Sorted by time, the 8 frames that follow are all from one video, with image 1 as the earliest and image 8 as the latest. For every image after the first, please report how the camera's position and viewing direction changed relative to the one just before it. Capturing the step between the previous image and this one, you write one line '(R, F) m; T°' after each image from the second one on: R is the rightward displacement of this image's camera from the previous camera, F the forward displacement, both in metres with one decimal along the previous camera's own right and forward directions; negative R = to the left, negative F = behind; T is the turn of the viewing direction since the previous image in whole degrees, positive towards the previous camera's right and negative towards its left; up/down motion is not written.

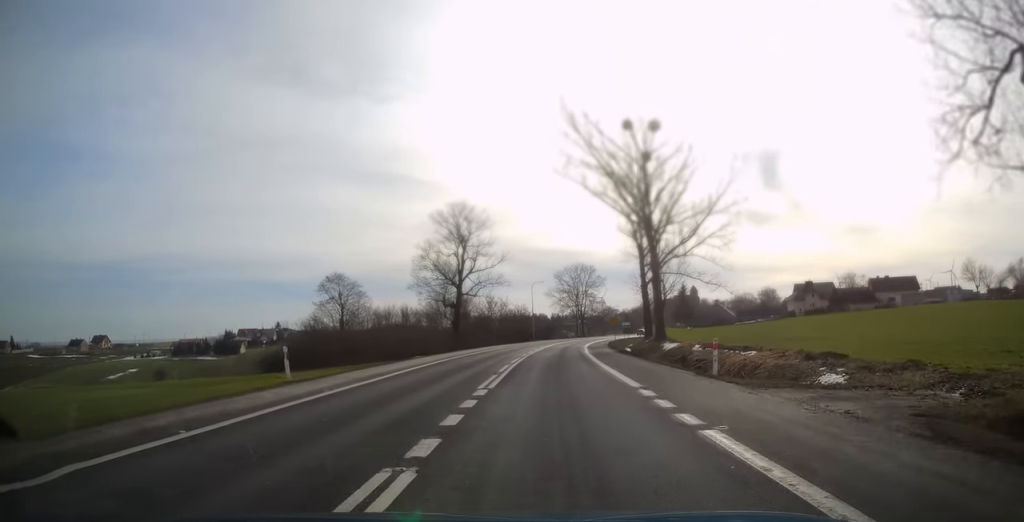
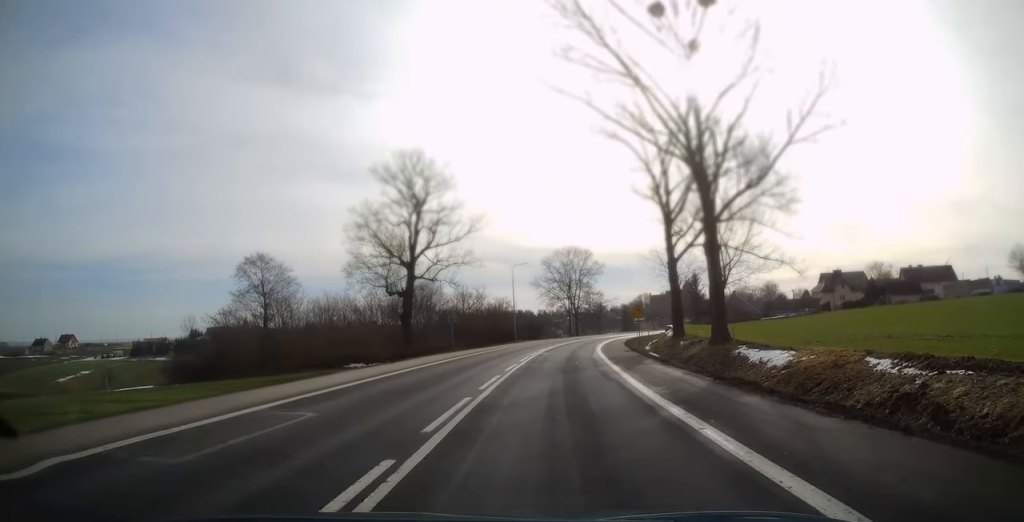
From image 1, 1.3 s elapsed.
(+0.1, +23.7) m; +1°
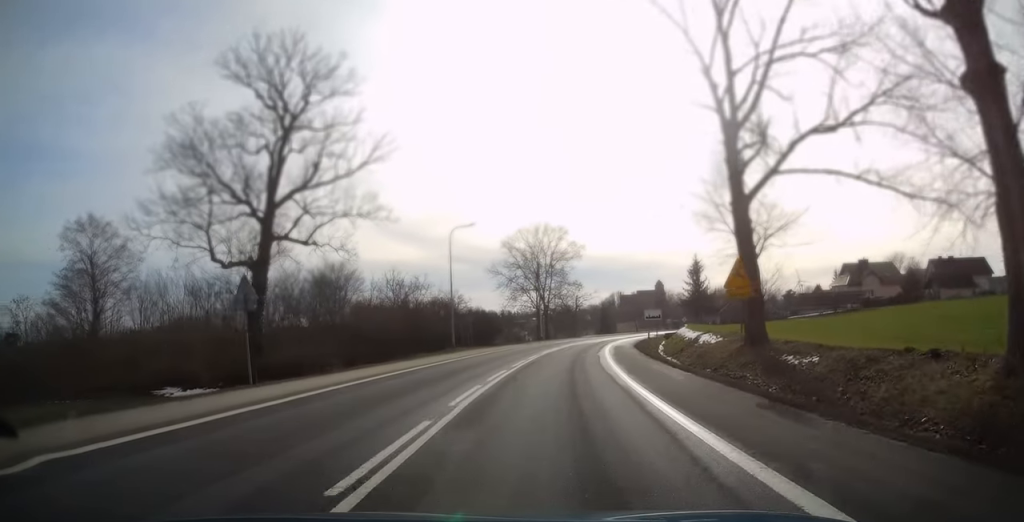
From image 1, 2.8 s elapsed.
(+0.4, +26.7) m; +2°
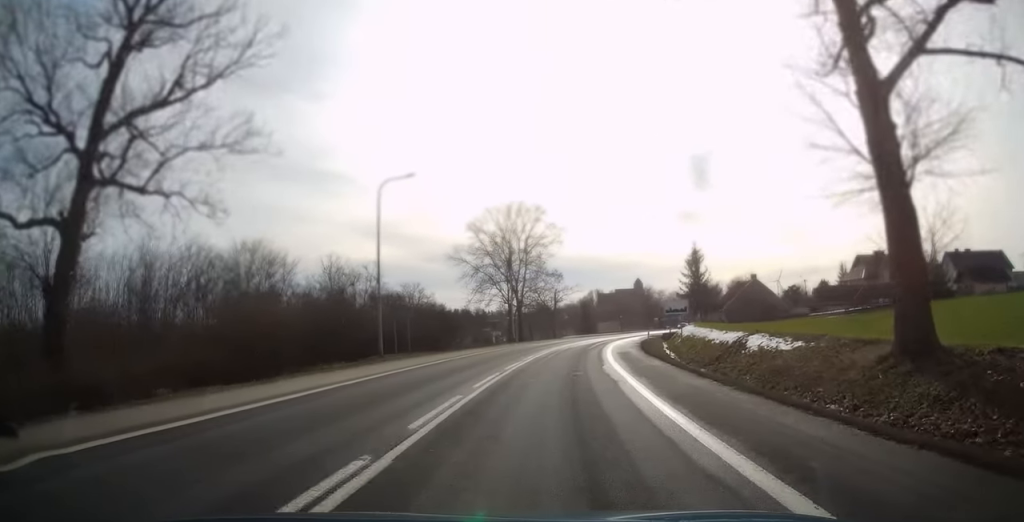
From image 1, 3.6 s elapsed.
(+0.1, +14.4) m; +2°
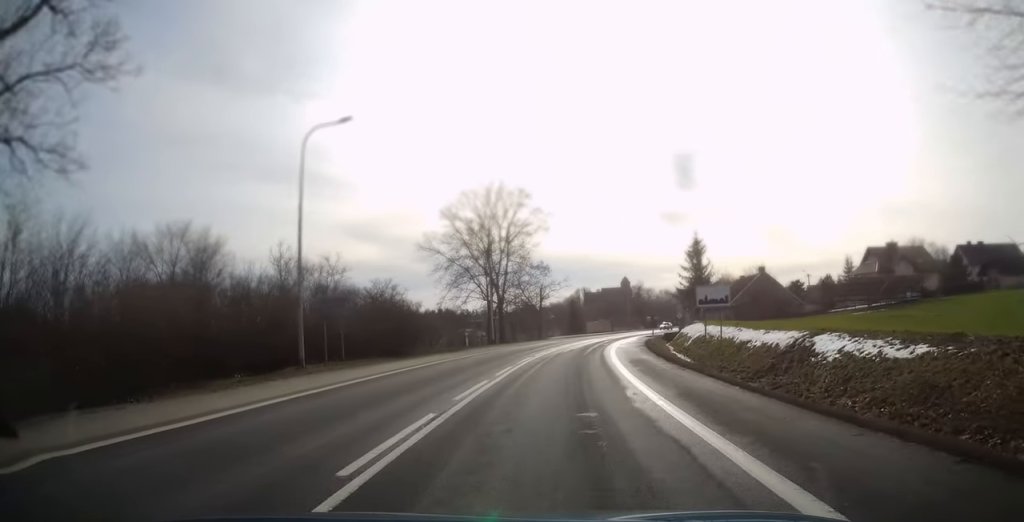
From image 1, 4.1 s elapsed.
(+0.3, +8.7) m; +2°
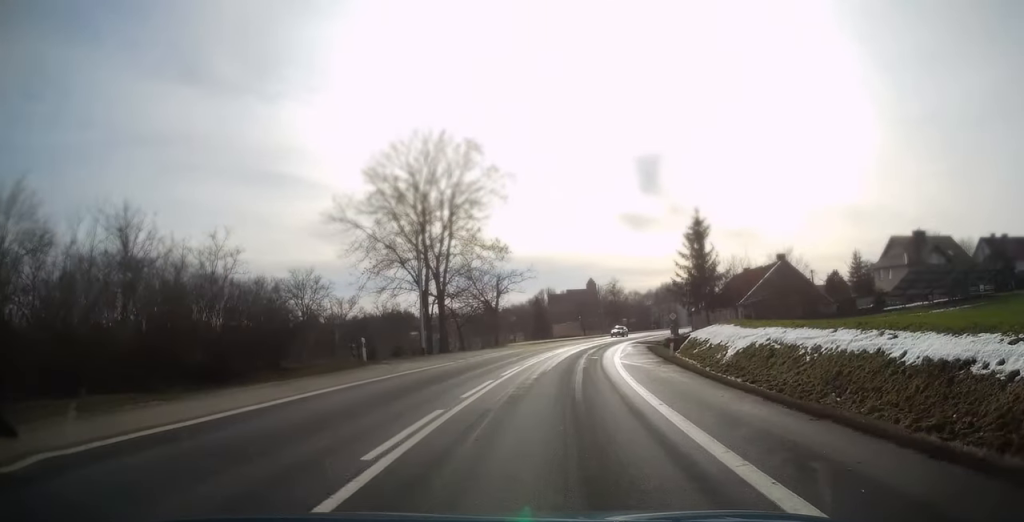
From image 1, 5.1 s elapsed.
(+0.5, +17.4) m; +3°
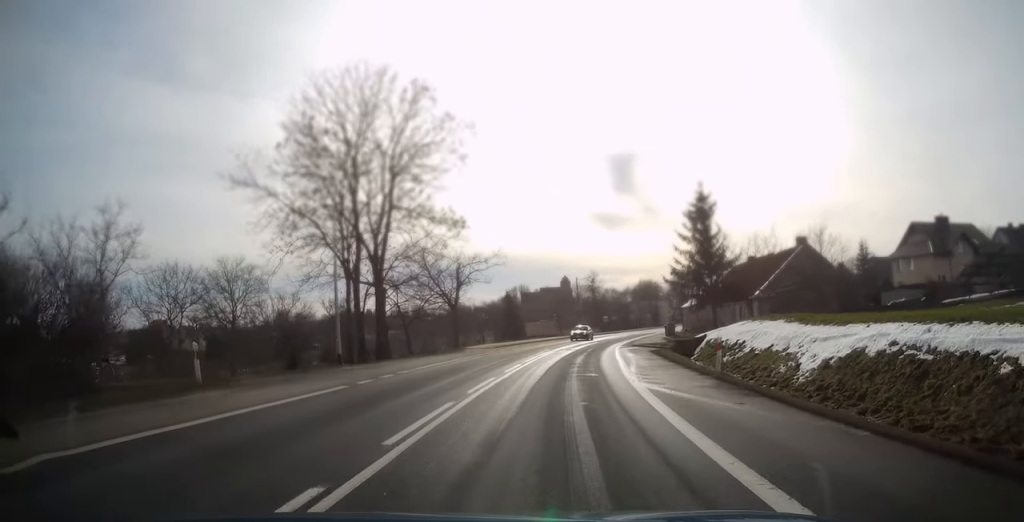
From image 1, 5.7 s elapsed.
(+0.1, +11.3) m; +2°
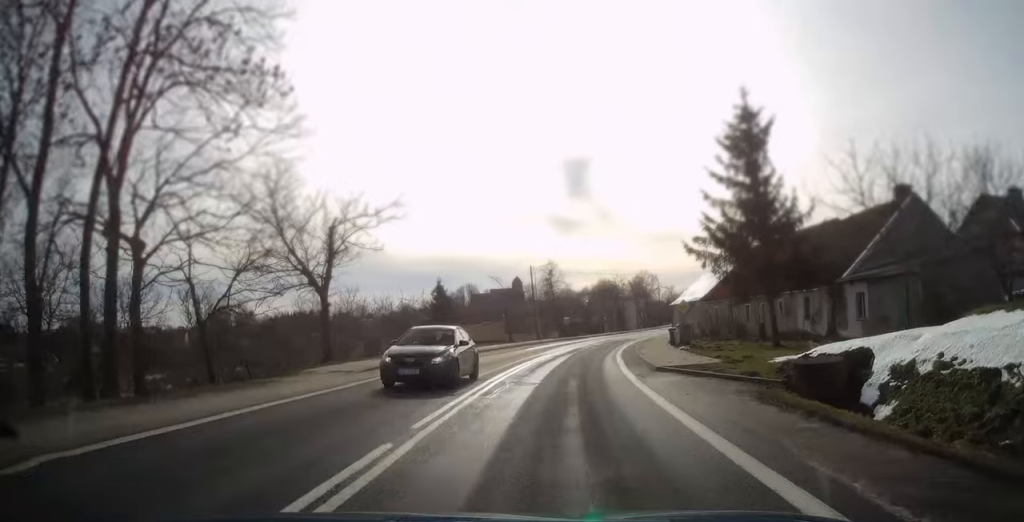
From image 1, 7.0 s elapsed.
(+0.9, +21.7) m; +4°
